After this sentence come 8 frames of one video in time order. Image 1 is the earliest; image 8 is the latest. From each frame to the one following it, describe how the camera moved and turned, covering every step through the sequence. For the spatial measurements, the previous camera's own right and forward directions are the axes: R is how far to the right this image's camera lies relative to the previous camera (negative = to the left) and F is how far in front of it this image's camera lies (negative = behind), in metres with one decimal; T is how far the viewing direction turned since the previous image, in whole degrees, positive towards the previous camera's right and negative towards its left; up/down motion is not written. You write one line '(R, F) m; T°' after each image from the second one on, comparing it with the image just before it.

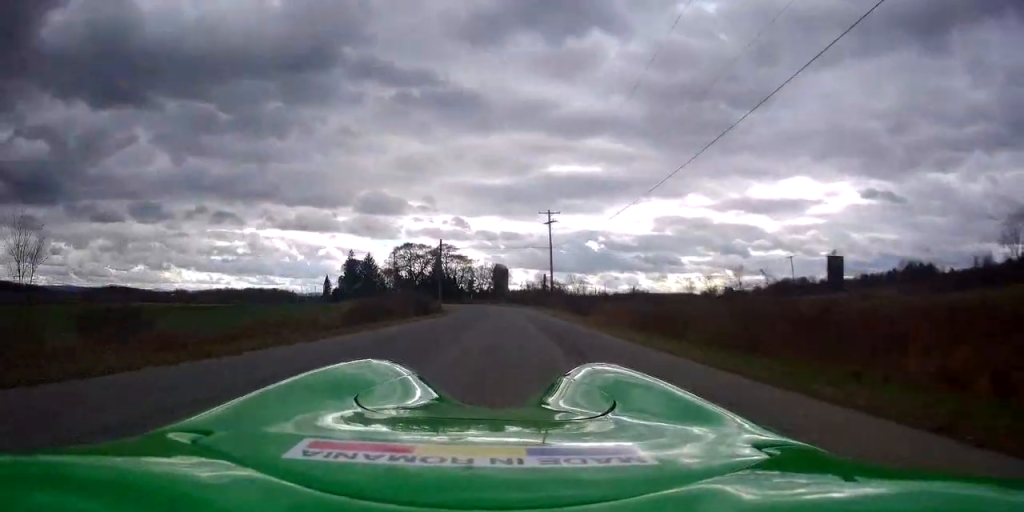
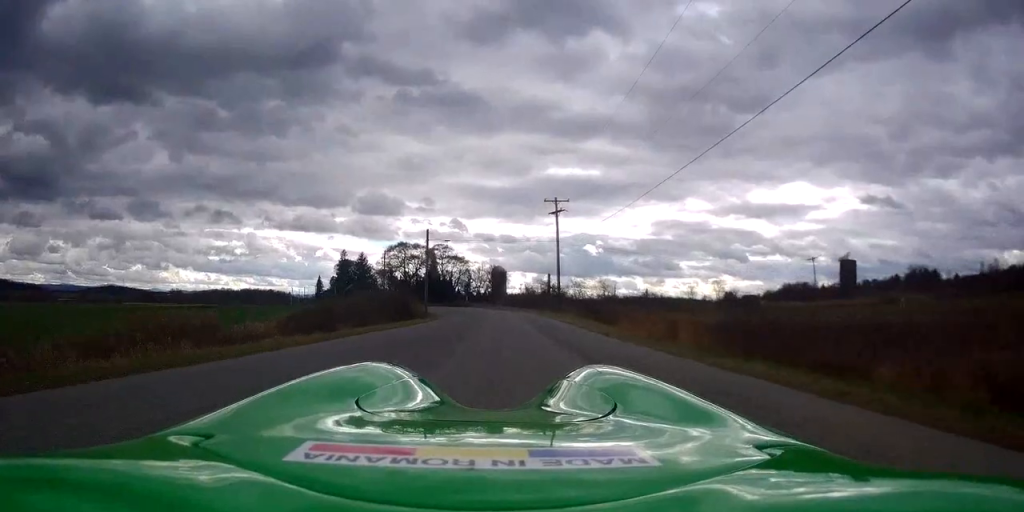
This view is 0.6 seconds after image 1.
(0.0, +9.3) m; 0°
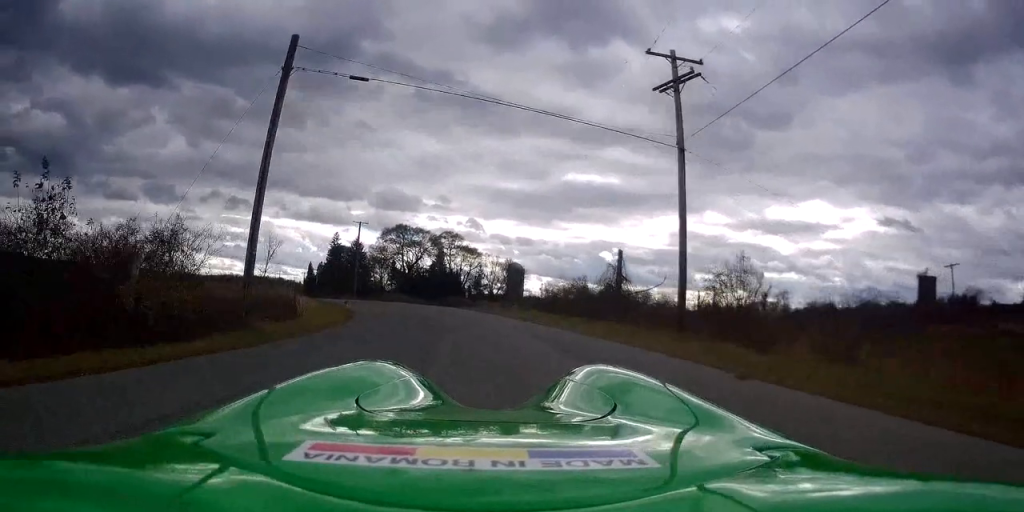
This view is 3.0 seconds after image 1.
(+0.5, +34.9) m; 0°
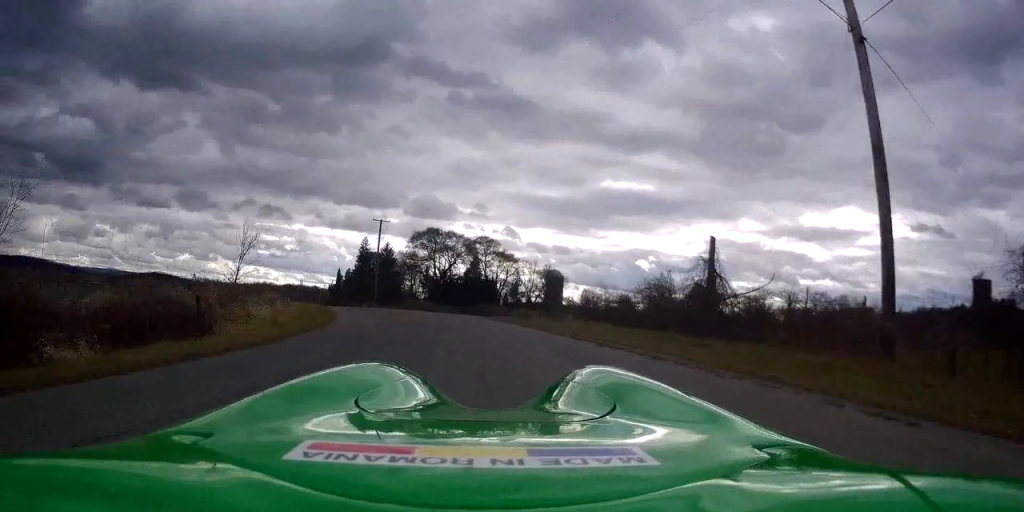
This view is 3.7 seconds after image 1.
(-0.1, +10.3) m; -2°
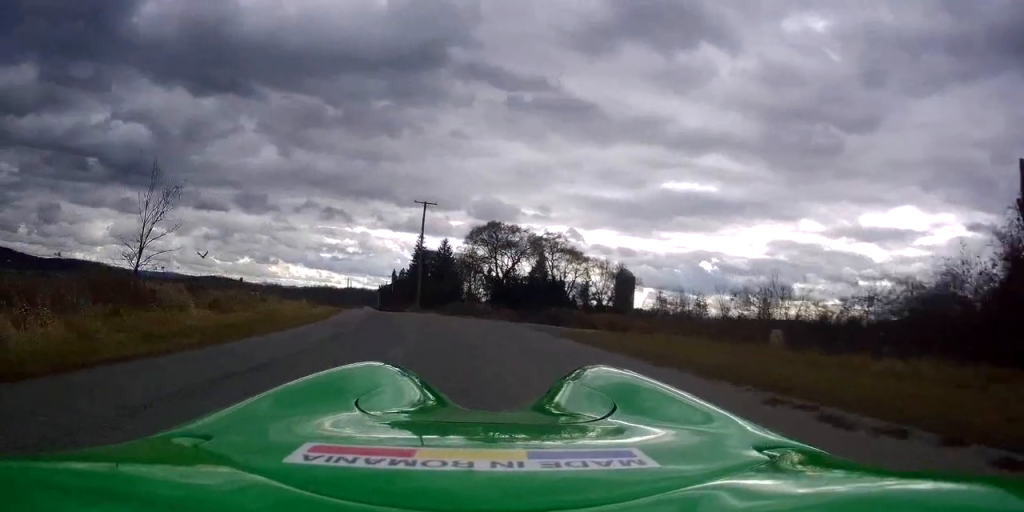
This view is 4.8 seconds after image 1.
(-0.4, +15.2) m; -5°
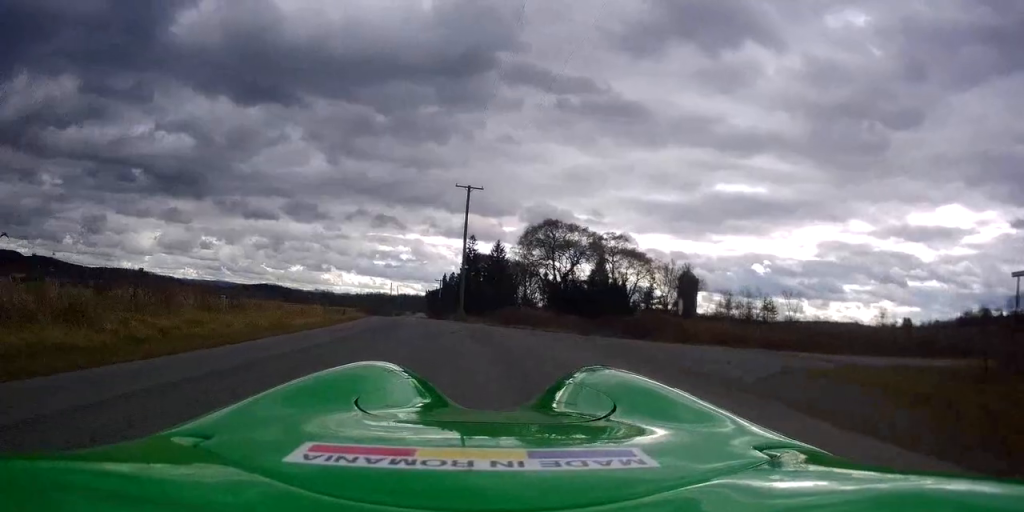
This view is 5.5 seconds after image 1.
(-0.4, +11.4) m; -5°
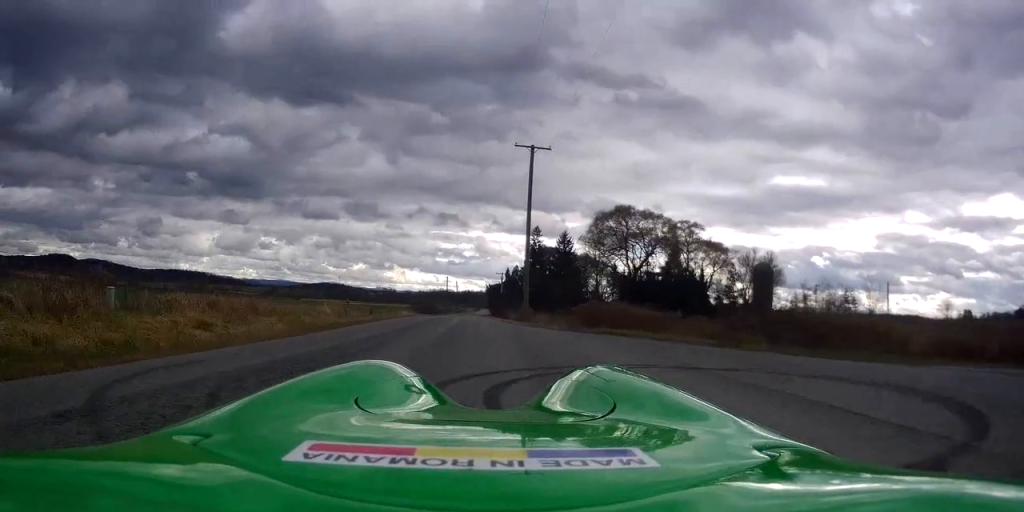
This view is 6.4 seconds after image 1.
(-0.9, +12.5) m; -6°
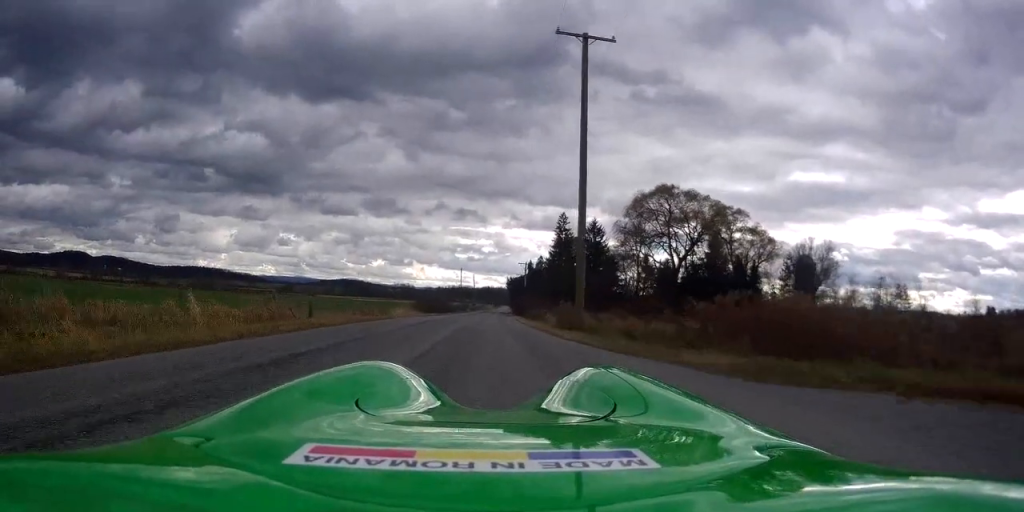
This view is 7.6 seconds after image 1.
(-0.8, +16.6) m; -4°
